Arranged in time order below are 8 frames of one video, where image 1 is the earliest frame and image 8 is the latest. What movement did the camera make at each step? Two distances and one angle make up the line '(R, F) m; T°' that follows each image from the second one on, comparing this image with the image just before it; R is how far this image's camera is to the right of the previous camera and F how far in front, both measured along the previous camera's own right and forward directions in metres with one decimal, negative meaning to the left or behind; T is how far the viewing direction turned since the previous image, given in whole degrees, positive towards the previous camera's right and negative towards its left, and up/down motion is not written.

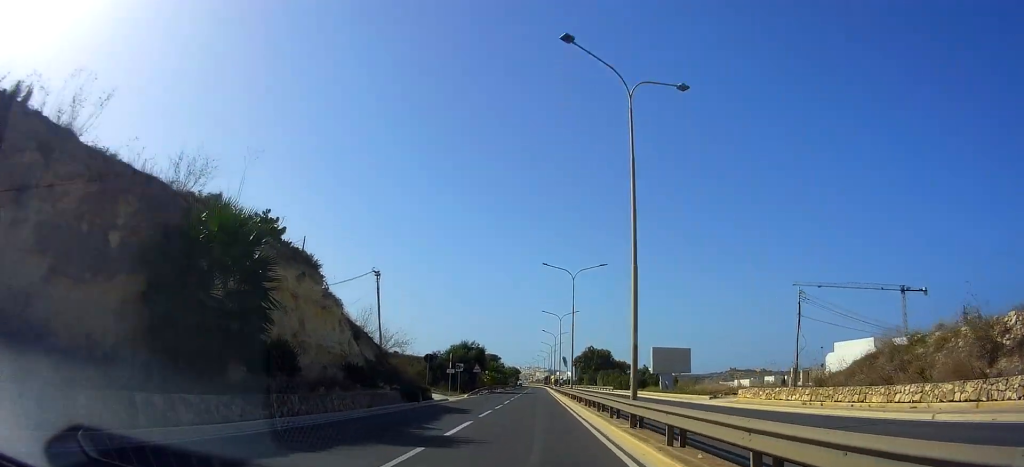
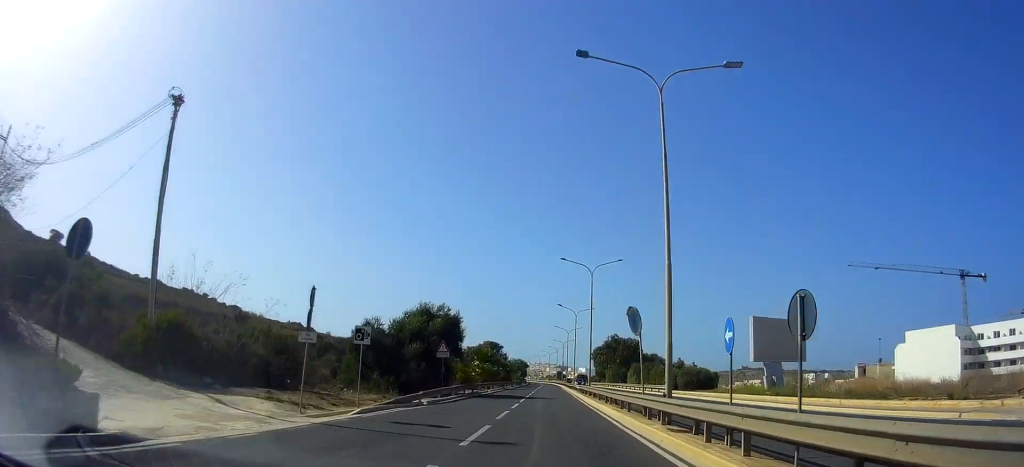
(+0.1, +28.7) m; 0°
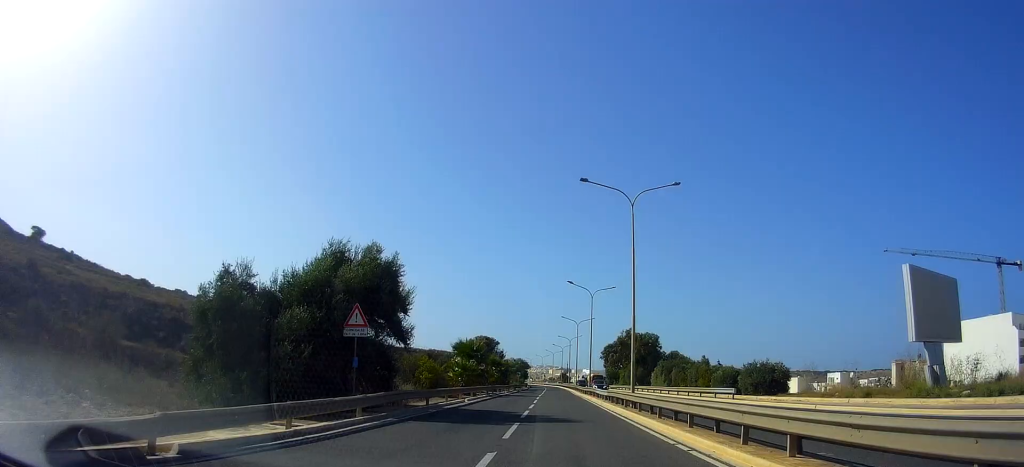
(0.0, +17.7) m; 0°
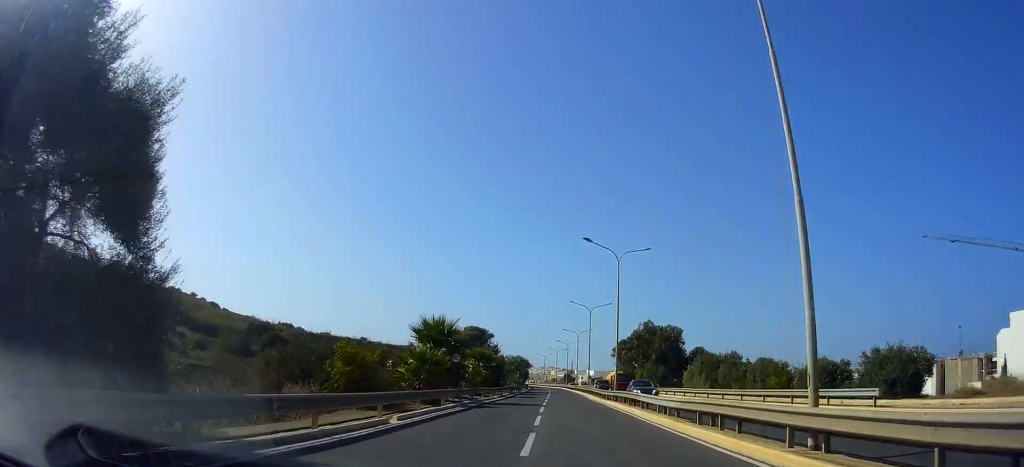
(0.0, +16.2) m; 0°
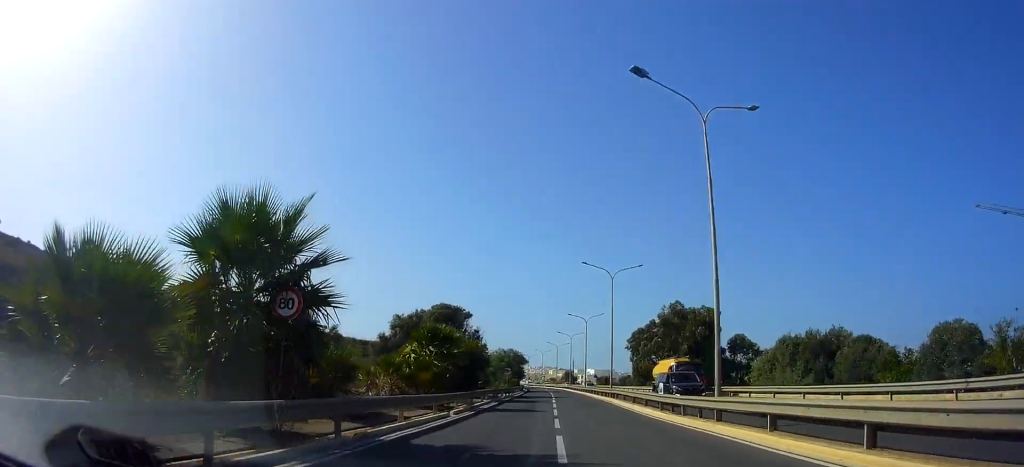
(-0.2, +20.7) m; -2°
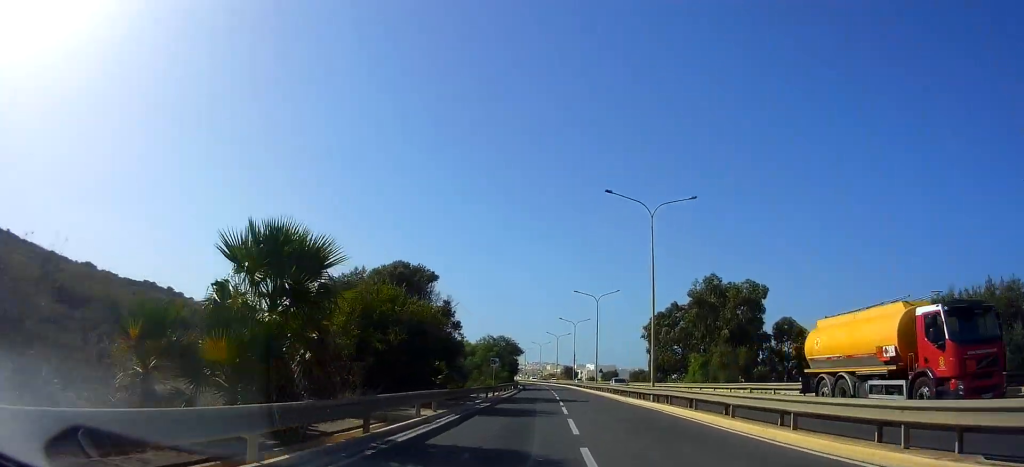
(-0.7, +15.9) m; 0°
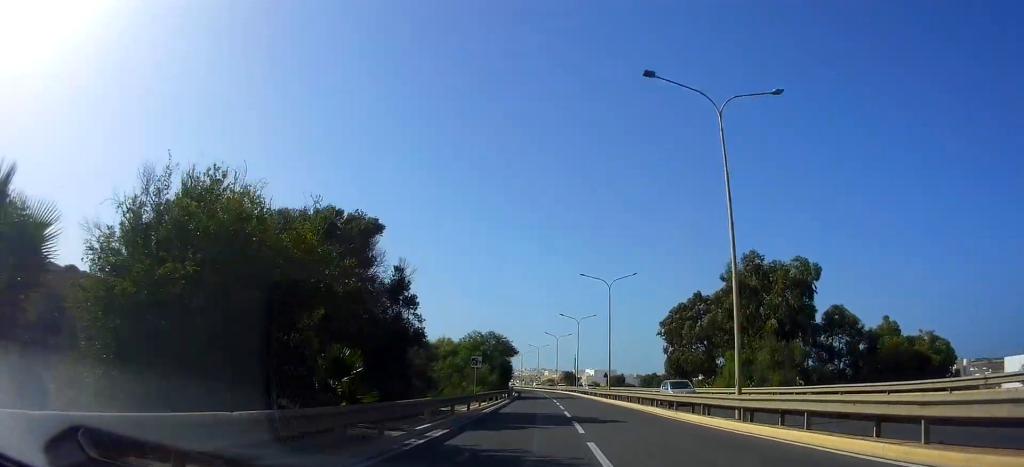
(+0.5, +11.9) m; +2°
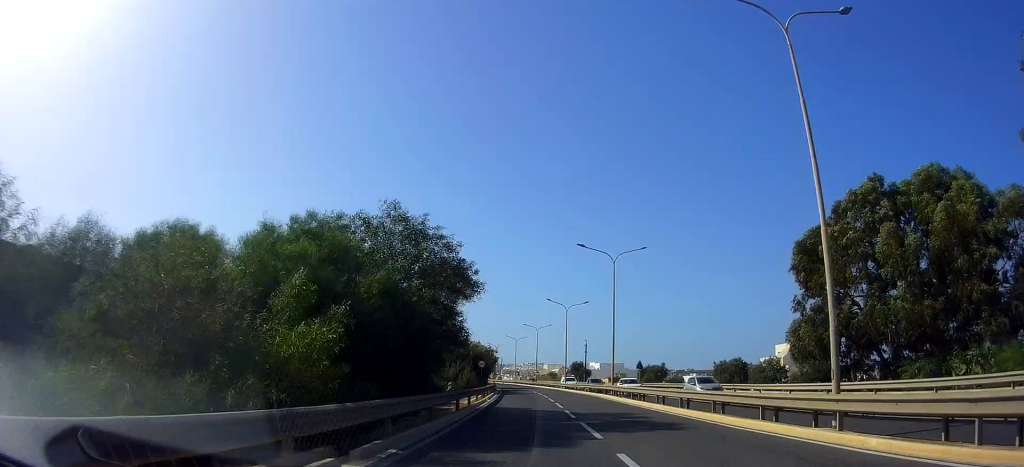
(+1.1, +35.6) m; +1°
